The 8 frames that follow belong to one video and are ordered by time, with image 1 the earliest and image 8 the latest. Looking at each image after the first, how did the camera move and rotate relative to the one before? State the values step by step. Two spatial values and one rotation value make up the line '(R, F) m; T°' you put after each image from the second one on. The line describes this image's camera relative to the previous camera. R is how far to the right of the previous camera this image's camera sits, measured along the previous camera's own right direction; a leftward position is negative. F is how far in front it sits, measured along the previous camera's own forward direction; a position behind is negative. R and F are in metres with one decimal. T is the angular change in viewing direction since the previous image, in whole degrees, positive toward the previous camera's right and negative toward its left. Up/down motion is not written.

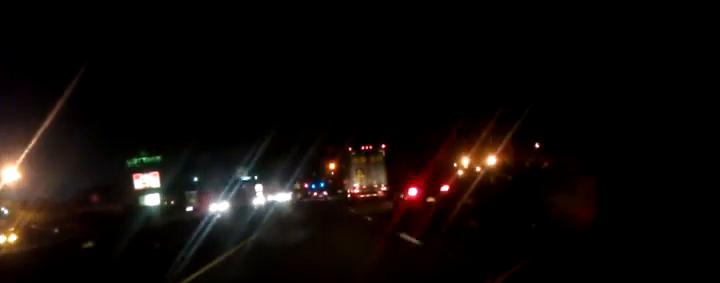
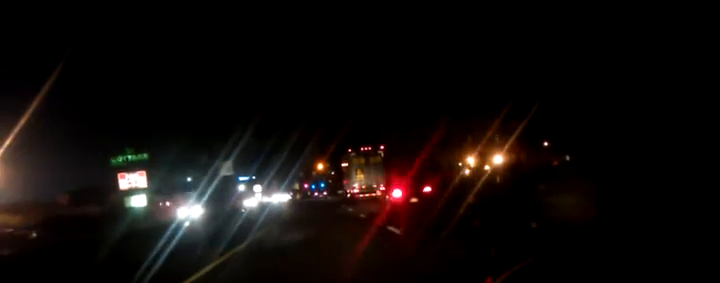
(+0.1, +9.4) m; 0°
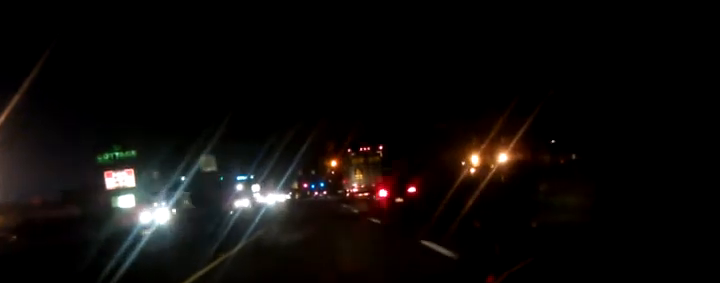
(-0.1, +6.5) m; -1°
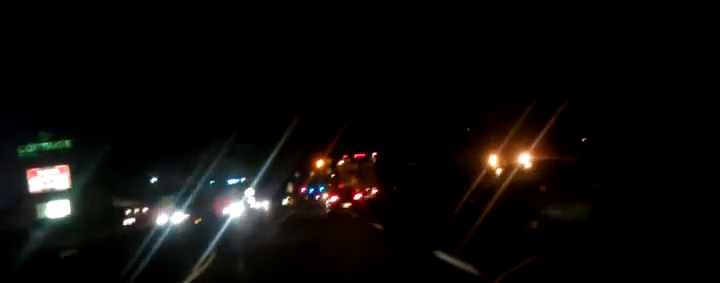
(-1.4, +27.4) m; -1°
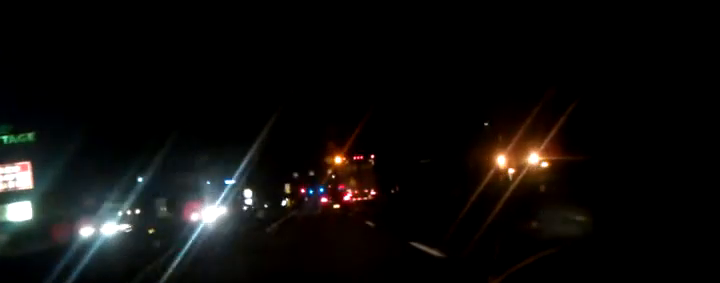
(+0.4, +10.2) m; +1°
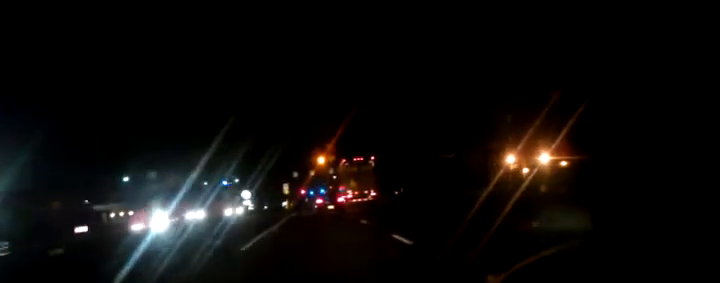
(+0.4, +8.8) m; +1°
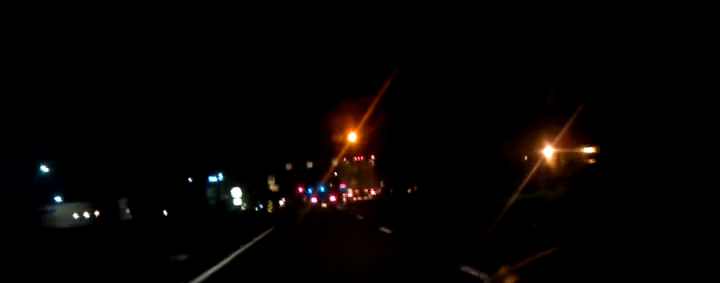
(+0.3, +33.0) m; +2°
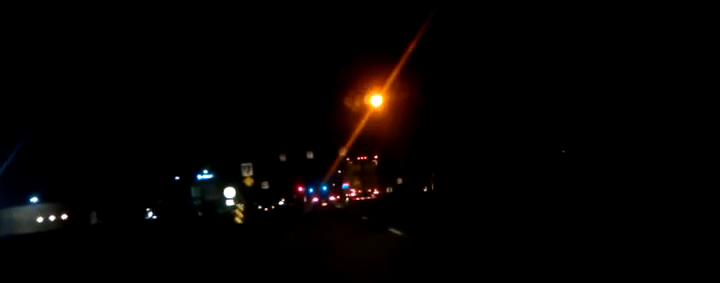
(+0.5, +26.2) m; 0°
